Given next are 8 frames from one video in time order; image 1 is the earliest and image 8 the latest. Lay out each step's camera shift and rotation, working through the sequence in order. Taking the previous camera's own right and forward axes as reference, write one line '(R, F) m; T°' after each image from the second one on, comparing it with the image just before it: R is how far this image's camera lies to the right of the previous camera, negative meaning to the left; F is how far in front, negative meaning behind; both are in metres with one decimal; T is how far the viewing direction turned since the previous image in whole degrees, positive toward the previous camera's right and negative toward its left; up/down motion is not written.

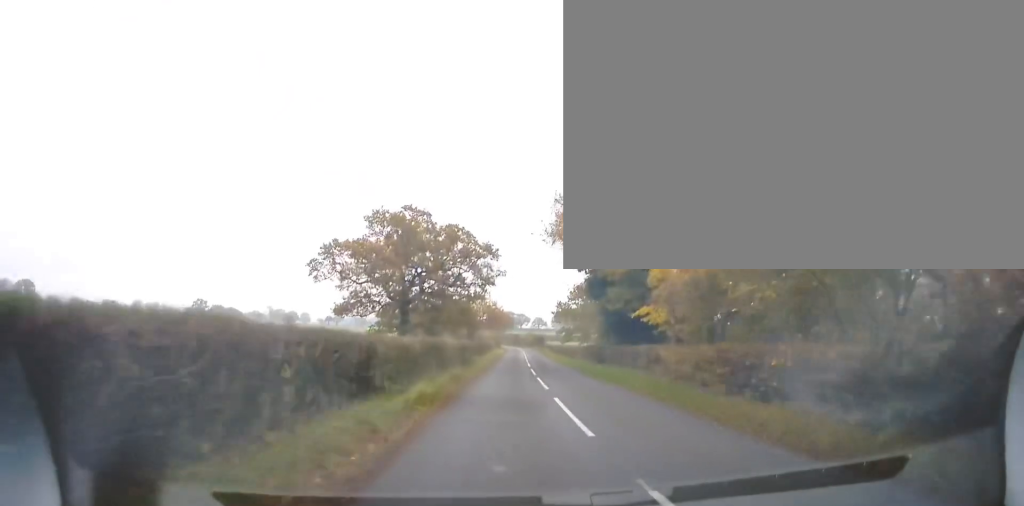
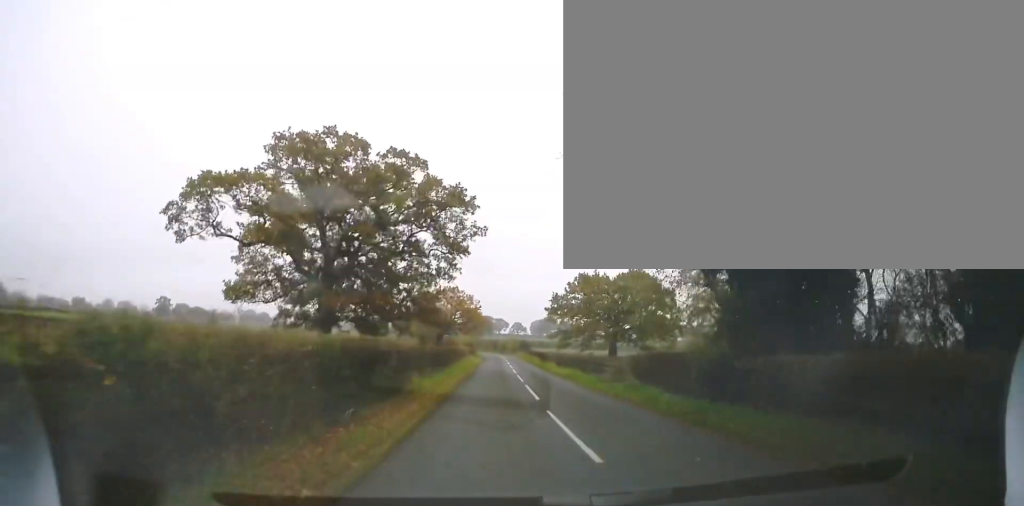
(+0.1, +19.1) m; +2°
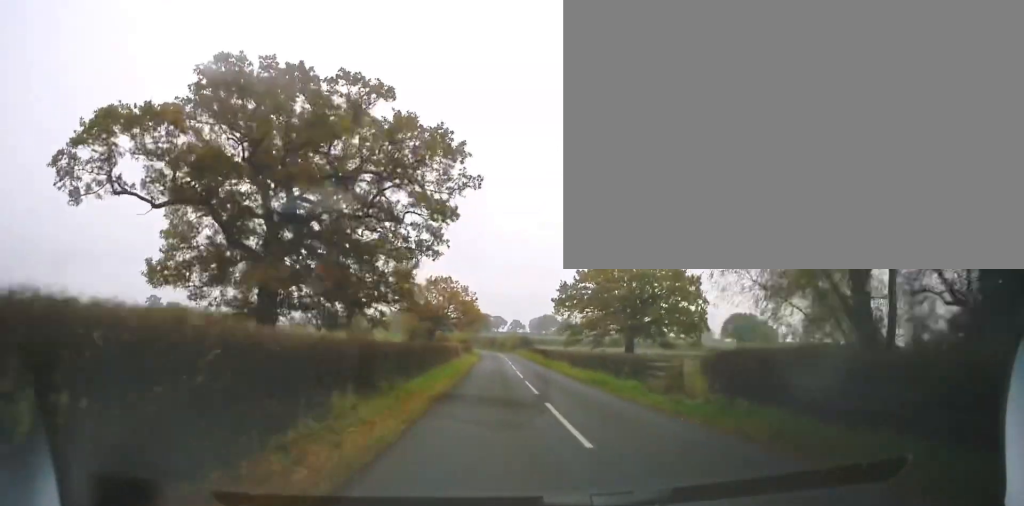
(0.0, +8.1) m; +1°
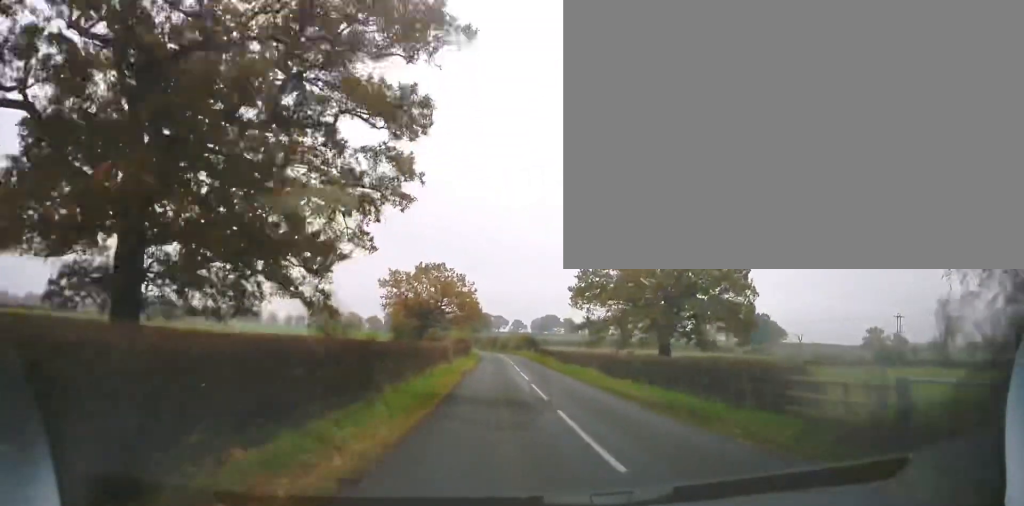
(+0.3, +11.3) m; +1°
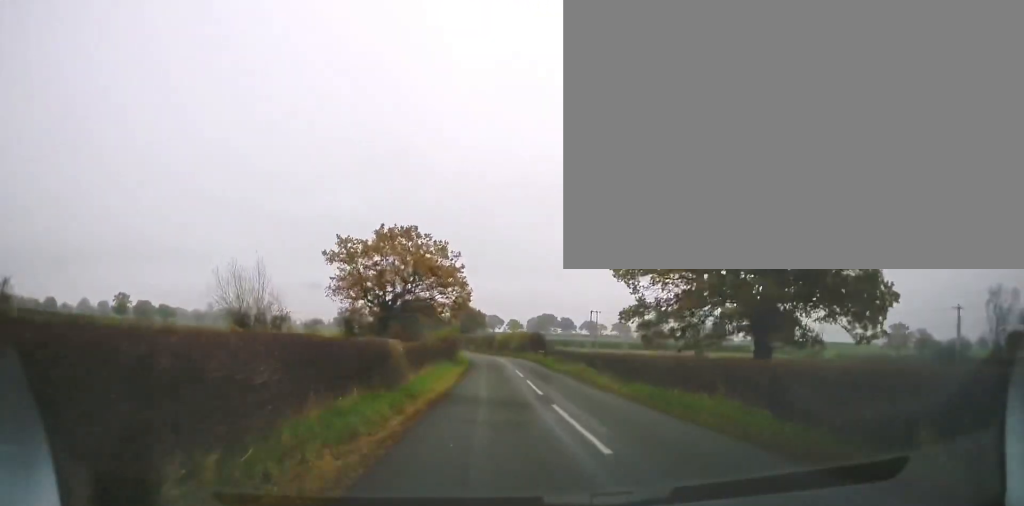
(+0.1, +16.7) m; 0°
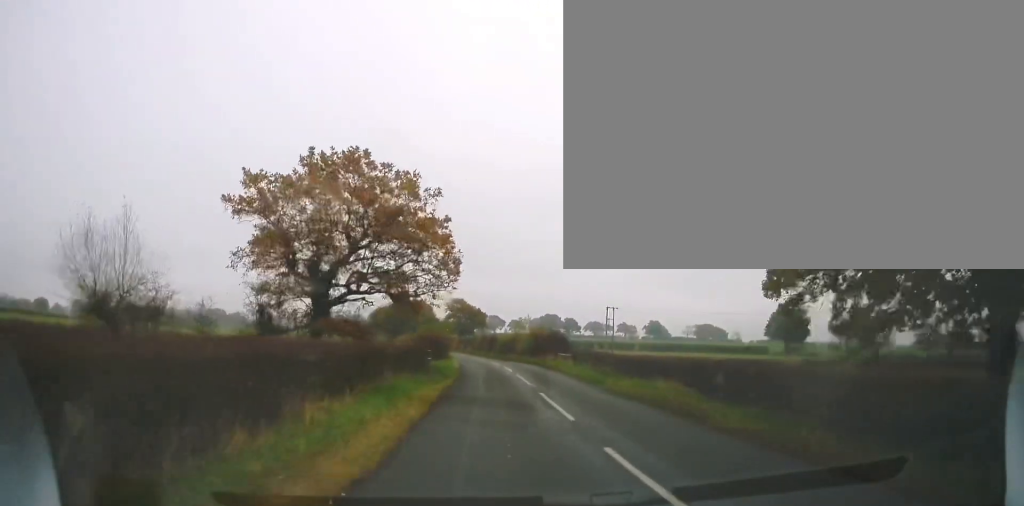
(0.0, +15.2) m; 0°
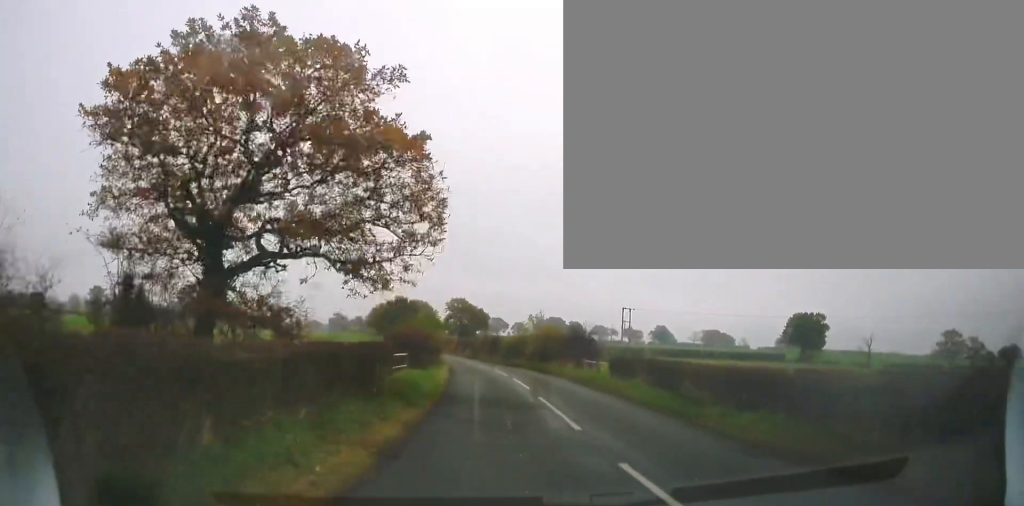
(0.0, +10.0) m; 0°
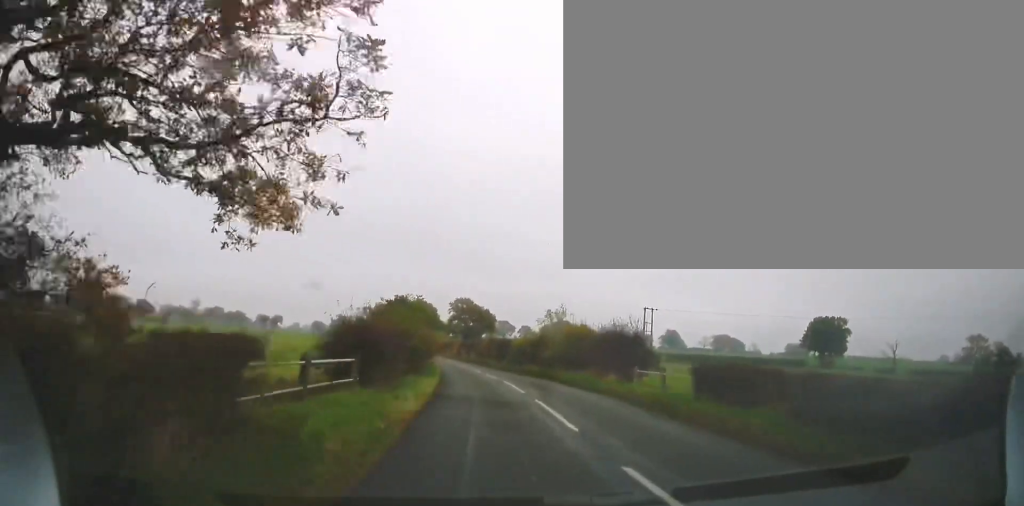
(0.0, +9.5) m; 0°
